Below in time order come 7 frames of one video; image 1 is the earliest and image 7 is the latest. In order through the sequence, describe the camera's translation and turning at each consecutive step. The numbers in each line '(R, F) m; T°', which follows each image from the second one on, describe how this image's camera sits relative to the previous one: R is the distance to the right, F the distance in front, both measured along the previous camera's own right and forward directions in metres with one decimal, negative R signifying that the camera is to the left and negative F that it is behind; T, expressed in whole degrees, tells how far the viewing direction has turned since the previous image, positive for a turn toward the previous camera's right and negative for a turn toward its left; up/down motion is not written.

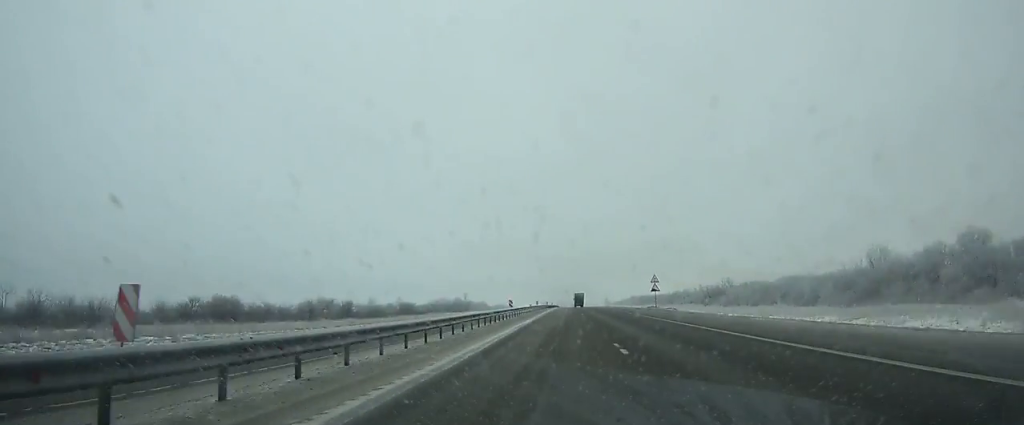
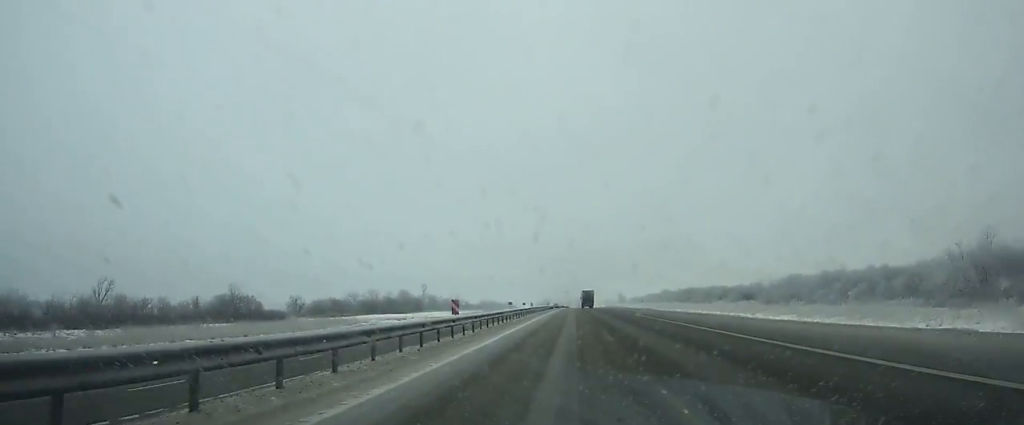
(-0.1, +136.5) m; 0°
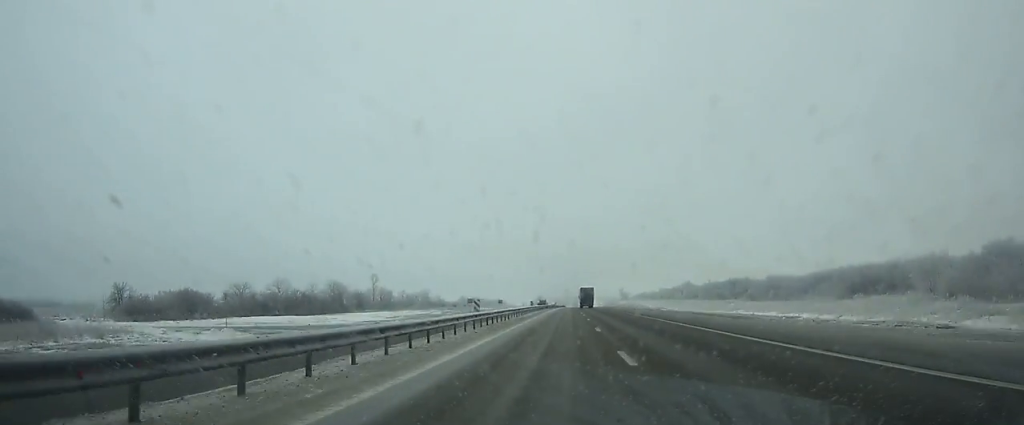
(0.0, +67.5) m; 0°
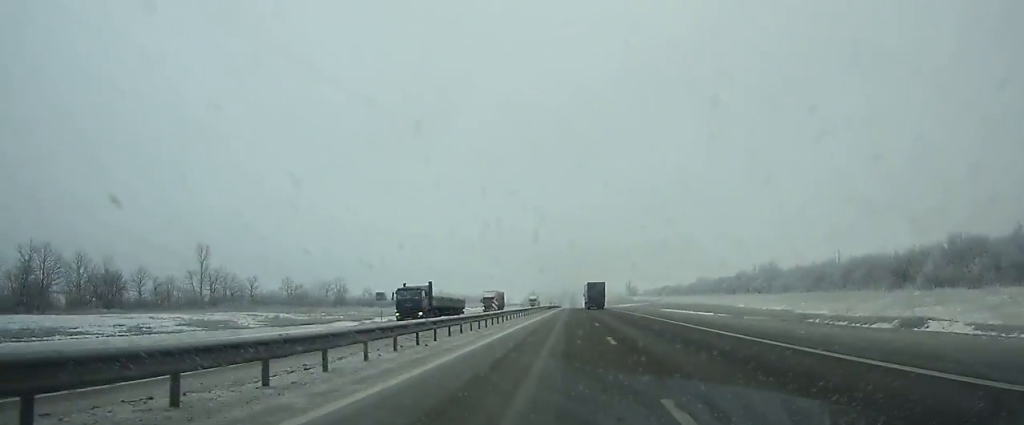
(+0.2, +99.4) m; 0°
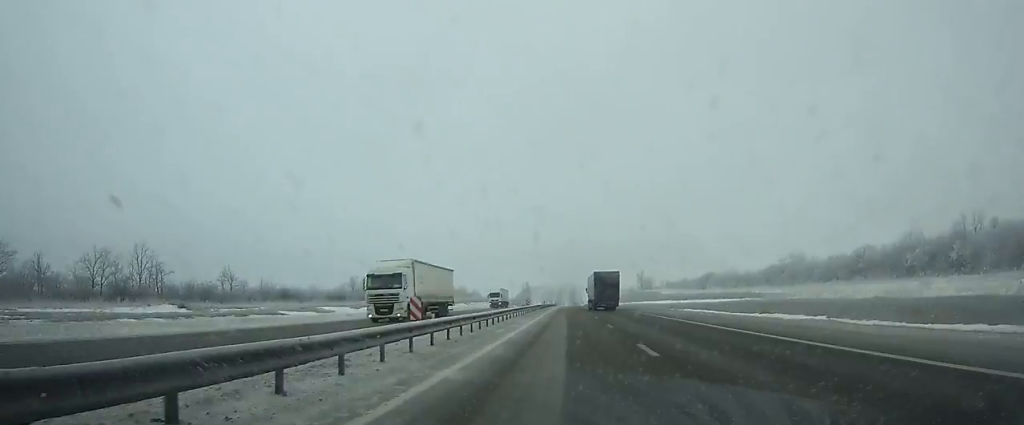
(+0.1, +81.0) m; 0°
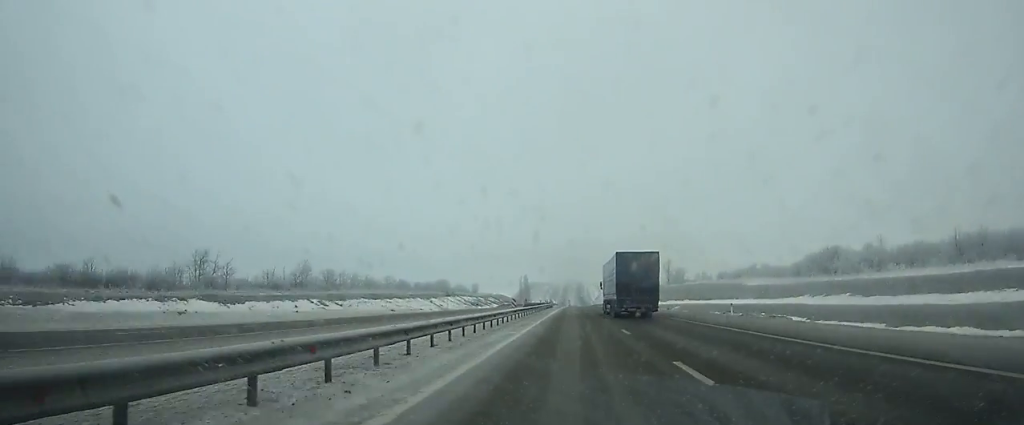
(-0.2, +80.3) m; 0°
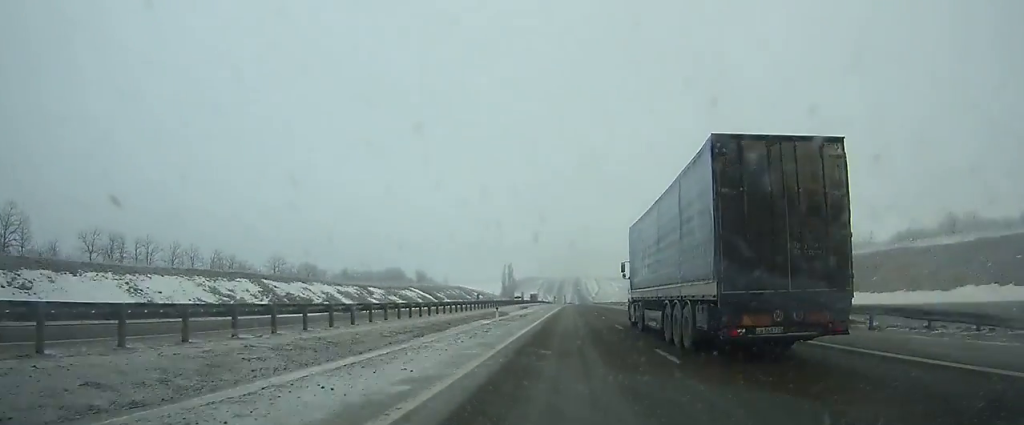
(-0.1, +90.3) m; 0°
